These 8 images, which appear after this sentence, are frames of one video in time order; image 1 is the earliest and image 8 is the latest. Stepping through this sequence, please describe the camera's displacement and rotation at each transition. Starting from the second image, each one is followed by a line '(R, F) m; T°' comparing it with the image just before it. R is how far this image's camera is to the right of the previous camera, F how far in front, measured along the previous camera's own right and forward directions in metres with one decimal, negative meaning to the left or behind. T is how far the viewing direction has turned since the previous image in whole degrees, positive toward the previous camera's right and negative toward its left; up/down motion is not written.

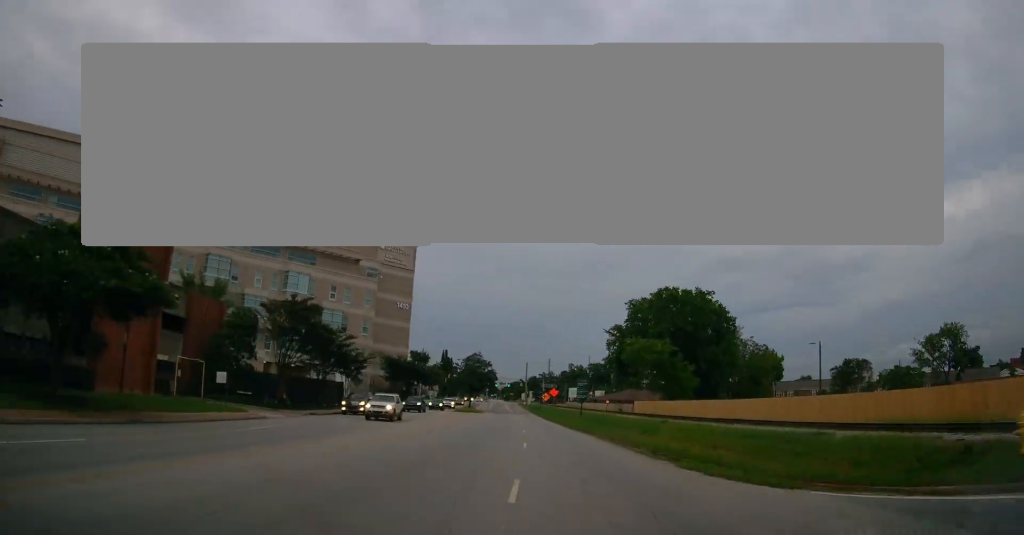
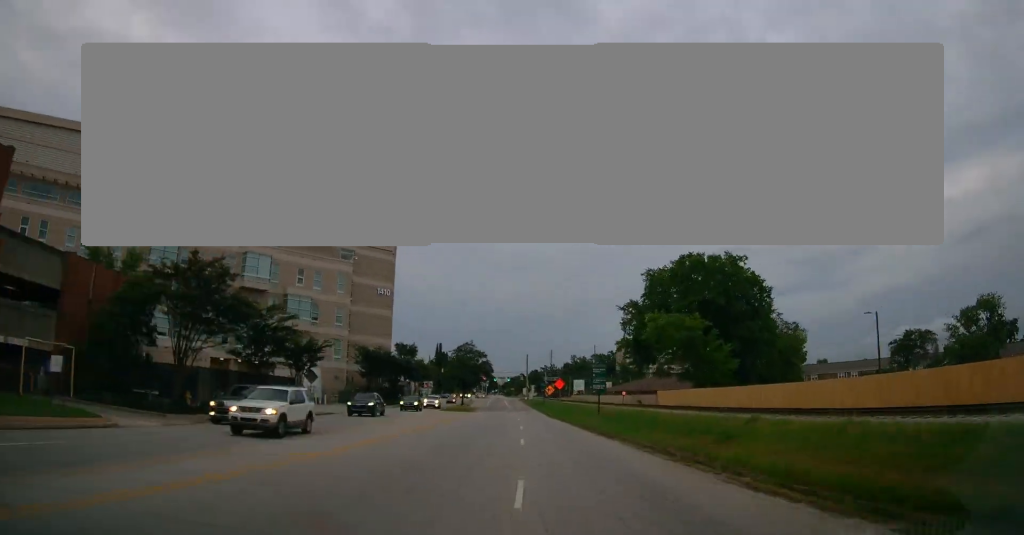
(+0.1, +13.1) m; +1°
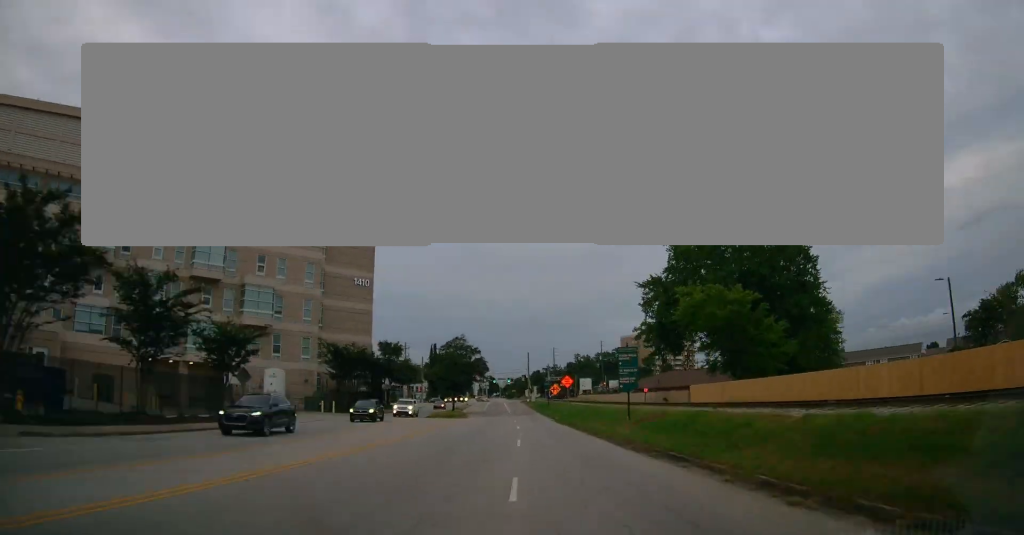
(+0.6, +12.2) m; +1°
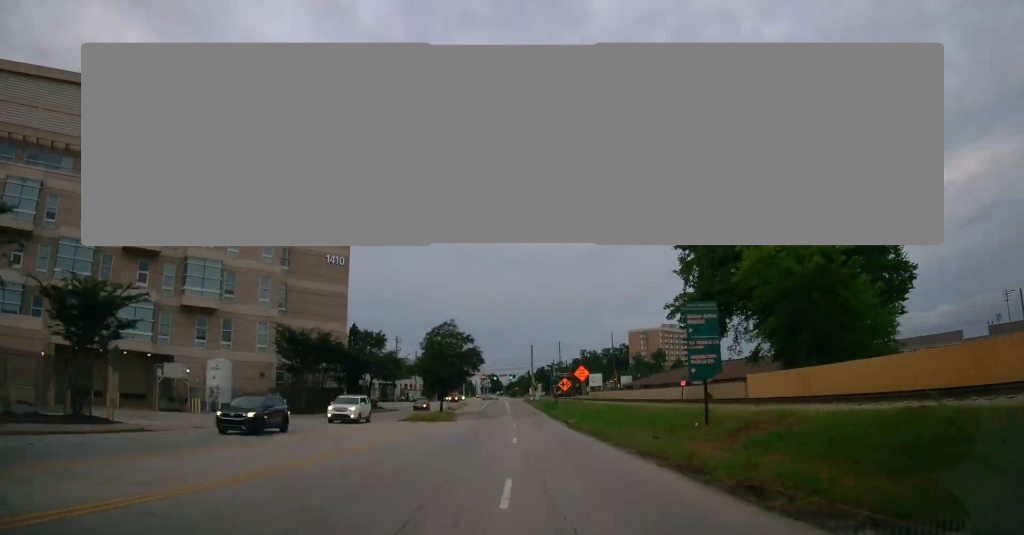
(+0.1, +12.9) m; 0°
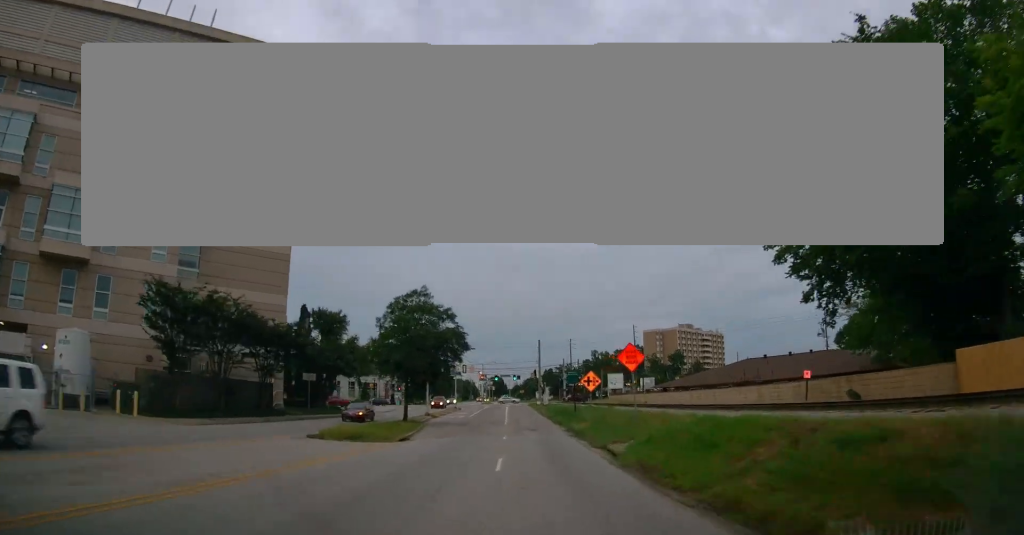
(-0.4, +19.8) m; -2°
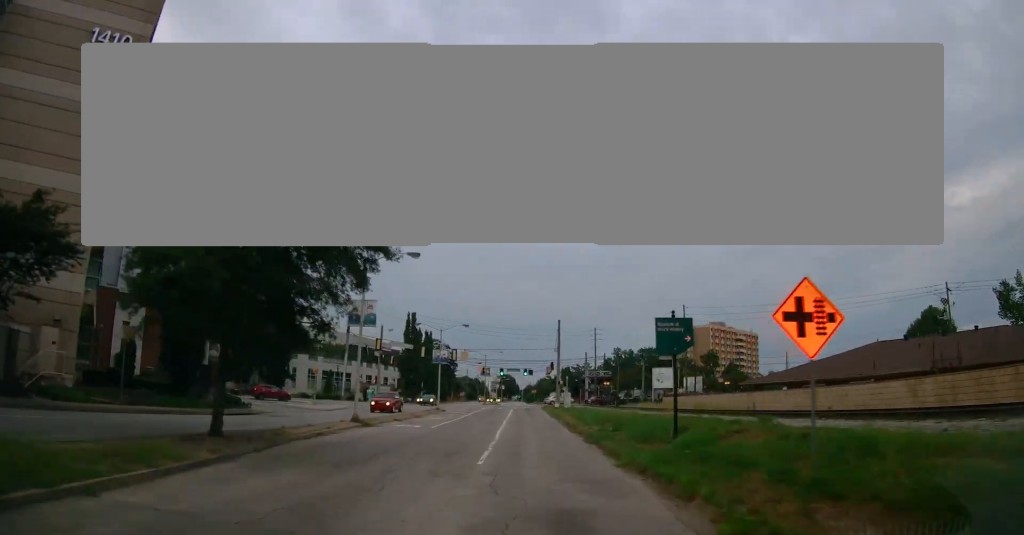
(-0.6, +27.6) m; -2°
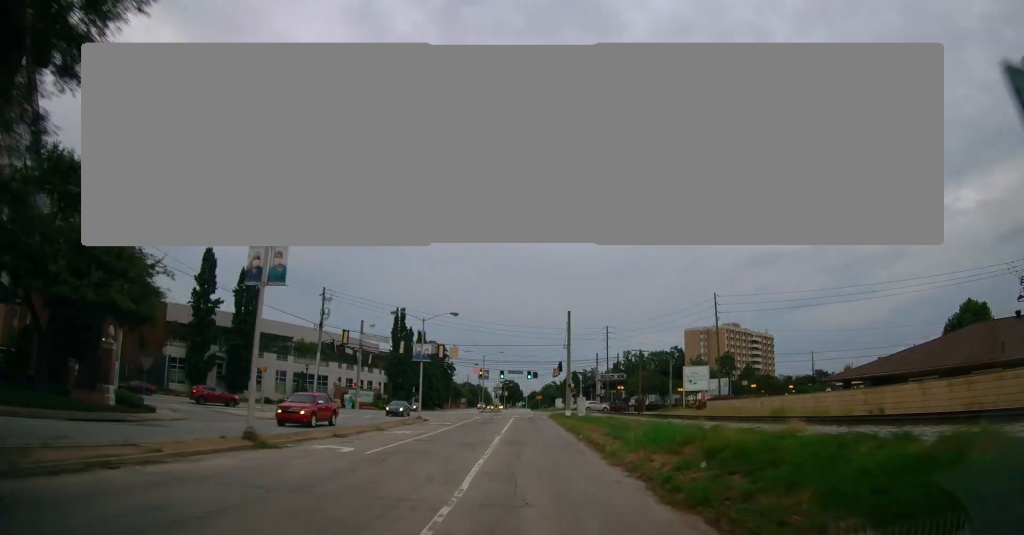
(0.0, +13.4) m; -1°
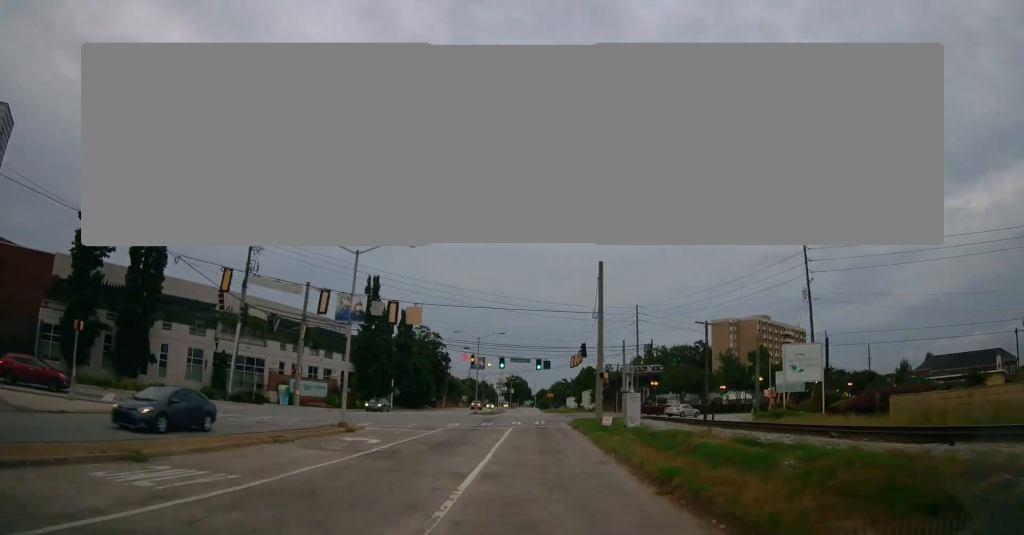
(-0.5, +22.6) m; -2°
